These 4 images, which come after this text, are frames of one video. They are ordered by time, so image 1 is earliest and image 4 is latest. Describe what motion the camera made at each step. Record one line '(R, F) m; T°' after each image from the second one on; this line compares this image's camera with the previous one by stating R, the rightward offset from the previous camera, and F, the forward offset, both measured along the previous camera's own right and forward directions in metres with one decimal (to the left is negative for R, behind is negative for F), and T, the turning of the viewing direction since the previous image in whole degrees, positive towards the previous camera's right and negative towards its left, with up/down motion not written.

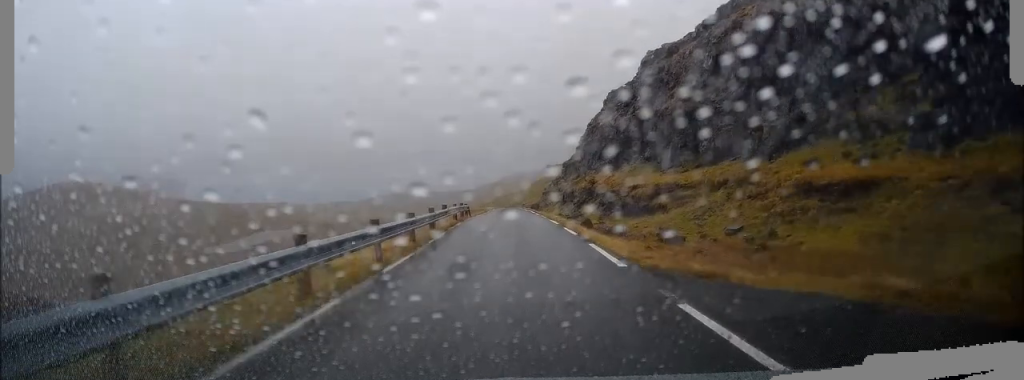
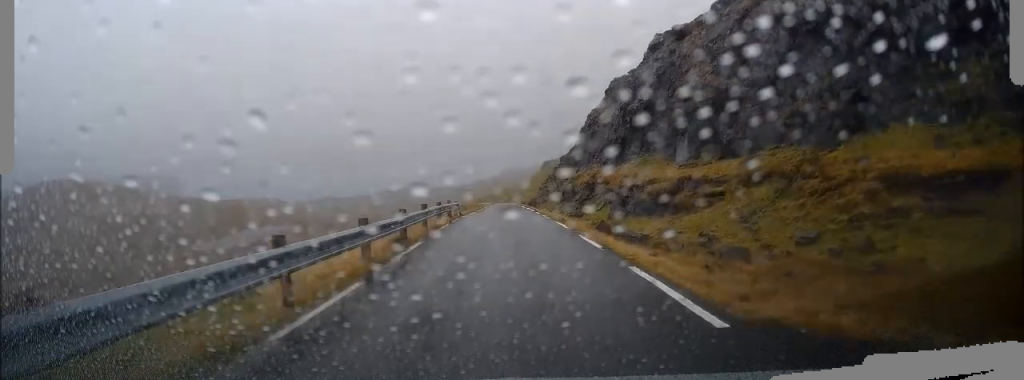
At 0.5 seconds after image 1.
(0.0, +4.7) m; +1°
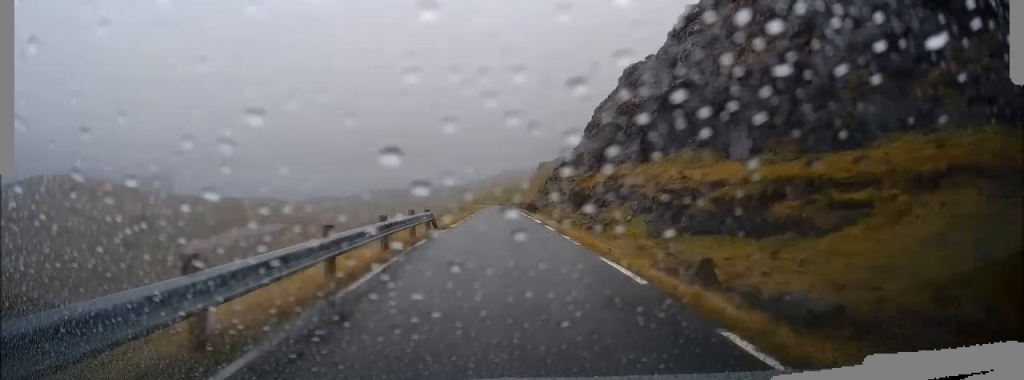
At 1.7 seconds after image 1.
(+0.2, +9.6) m; +2°
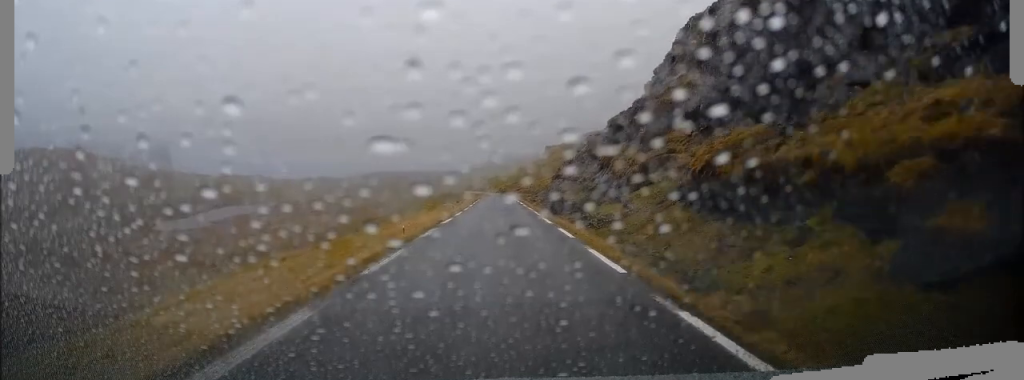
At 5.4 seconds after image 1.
(+0.1, +28.3) m; 0°
